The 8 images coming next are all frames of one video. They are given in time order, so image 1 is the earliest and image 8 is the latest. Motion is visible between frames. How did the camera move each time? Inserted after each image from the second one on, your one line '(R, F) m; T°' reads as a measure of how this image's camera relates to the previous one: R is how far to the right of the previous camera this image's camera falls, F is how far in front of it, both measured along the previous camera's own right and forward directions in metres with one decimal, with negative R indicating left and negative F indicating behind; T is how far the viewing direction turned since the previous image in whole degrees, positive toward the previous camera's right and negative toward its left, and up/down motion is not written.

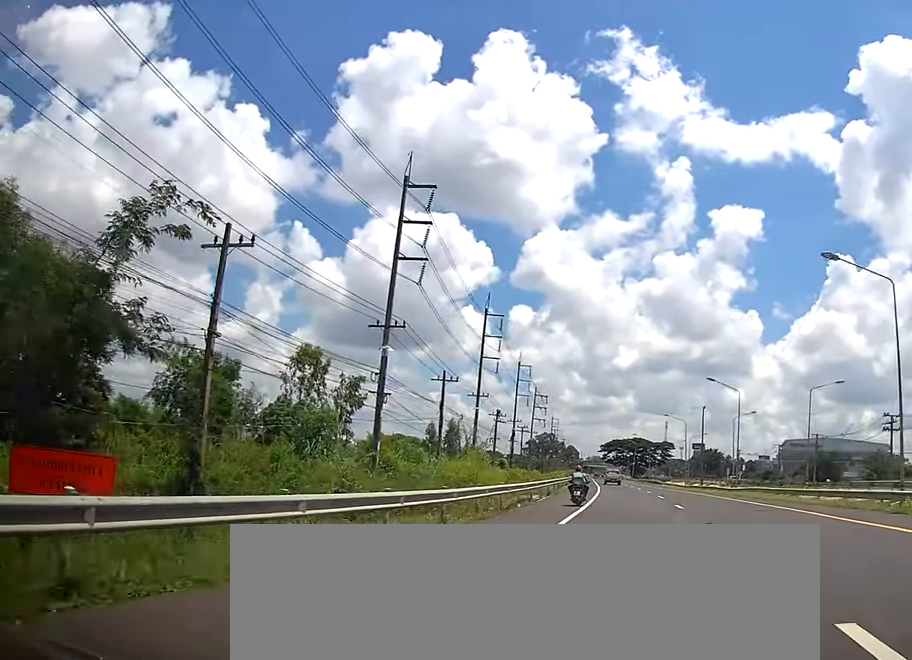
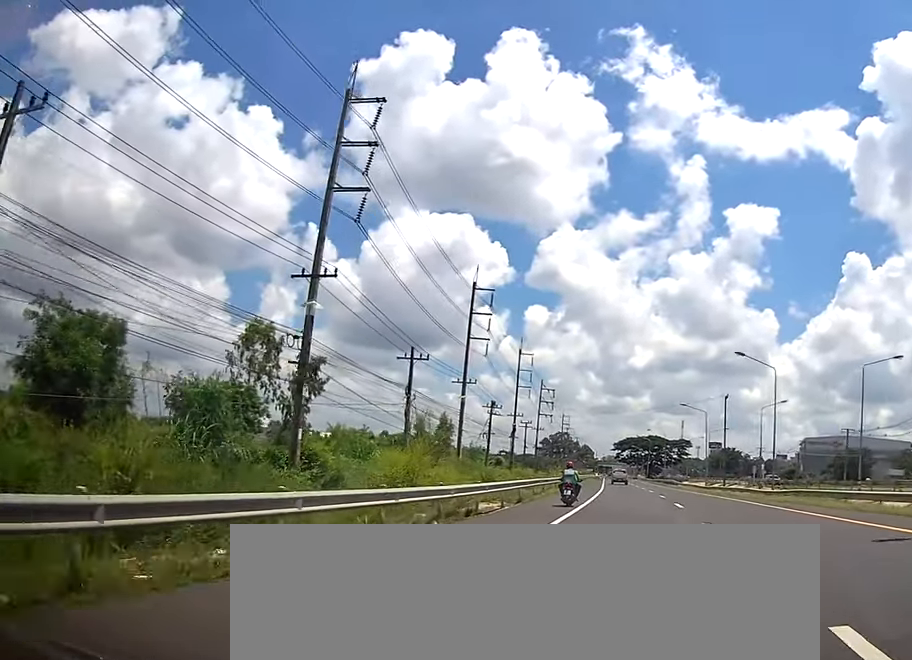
(0.0, +11.9) m; 0°
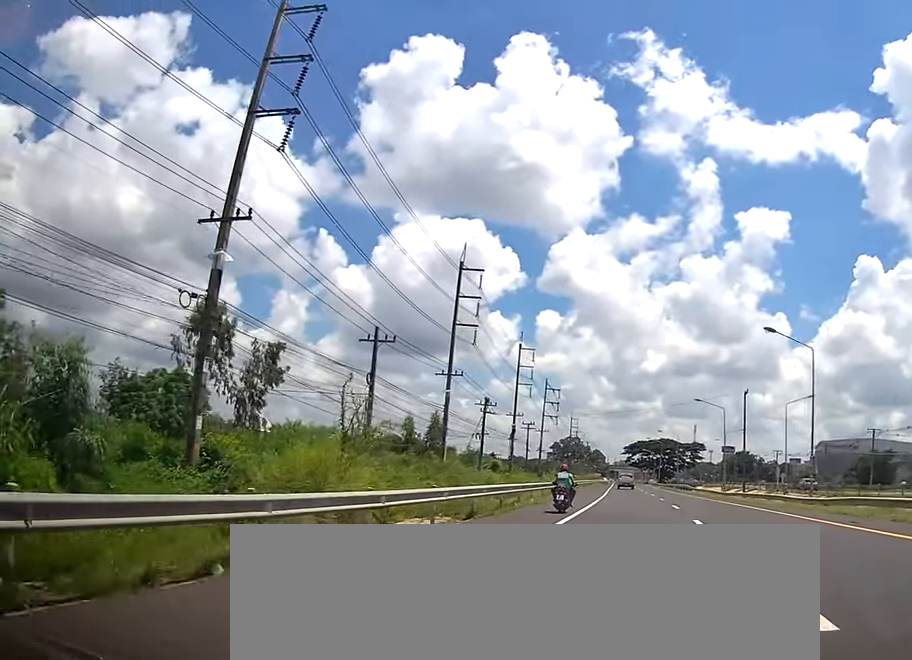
(0.0, +8.7) m; -1°
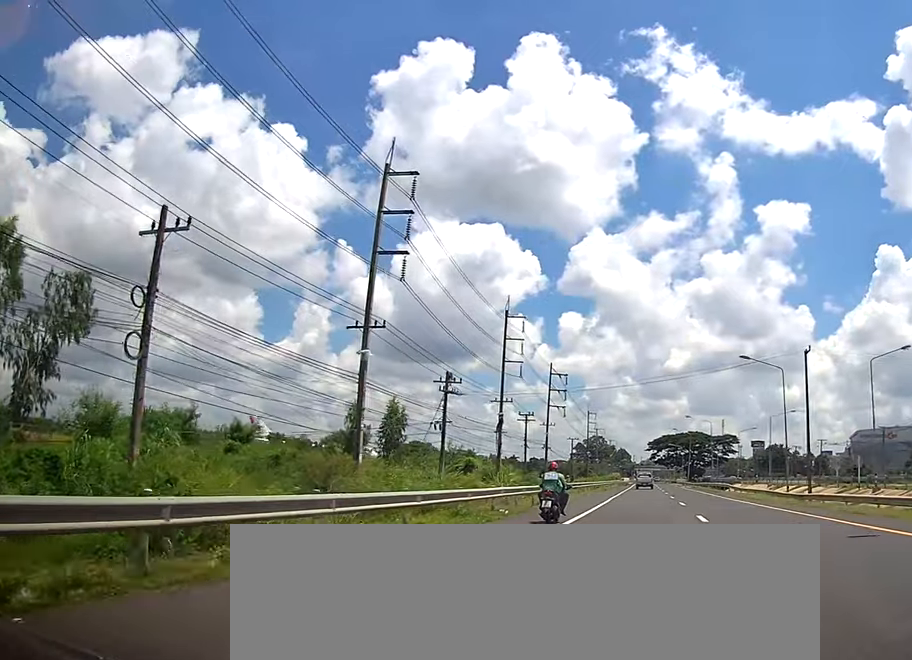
(-0.7, +22.2) m; -1°
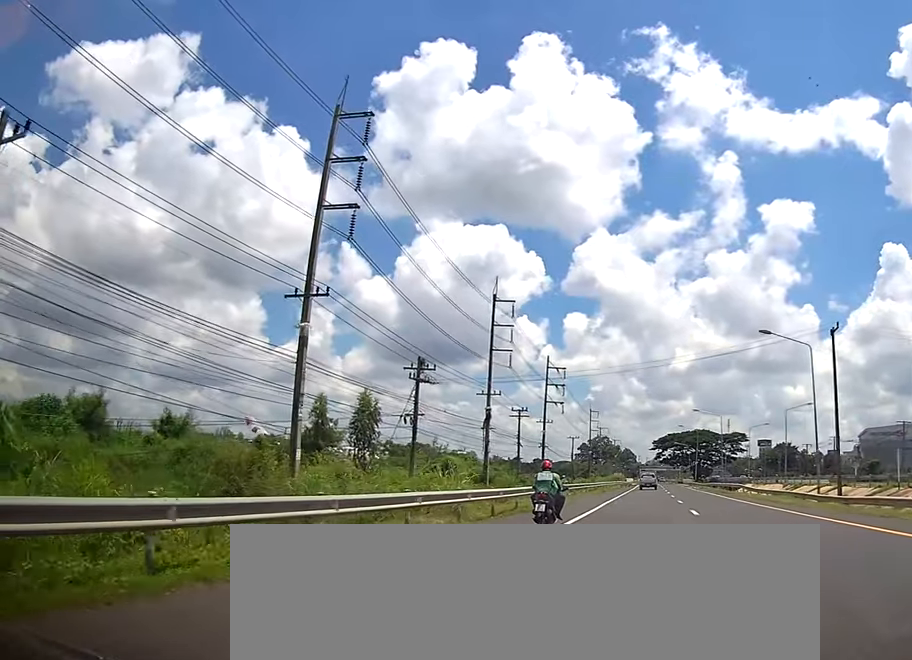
(0.0, +7.8) m; -1°
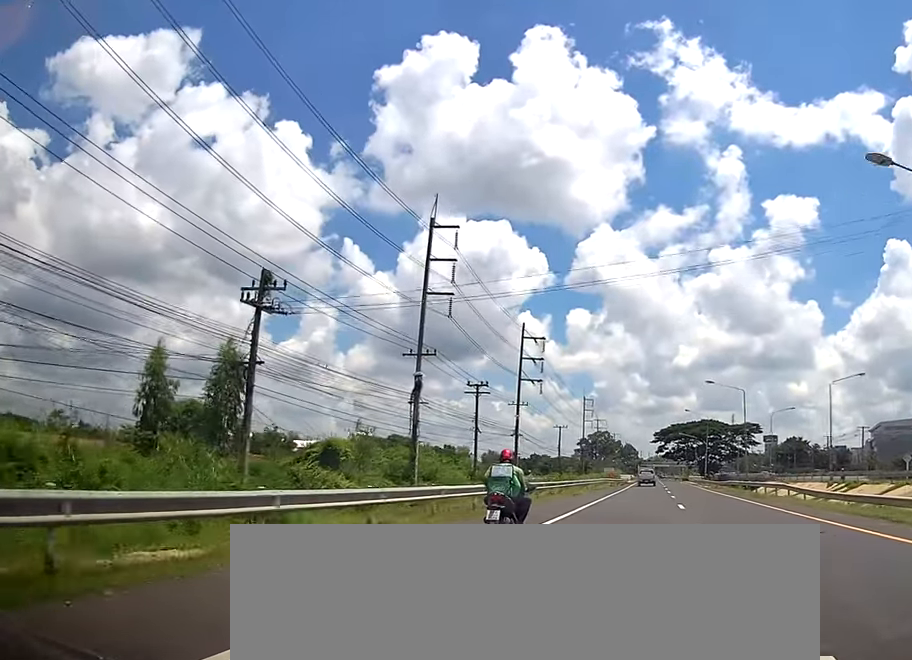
(0.0, +21.5) m; -3°
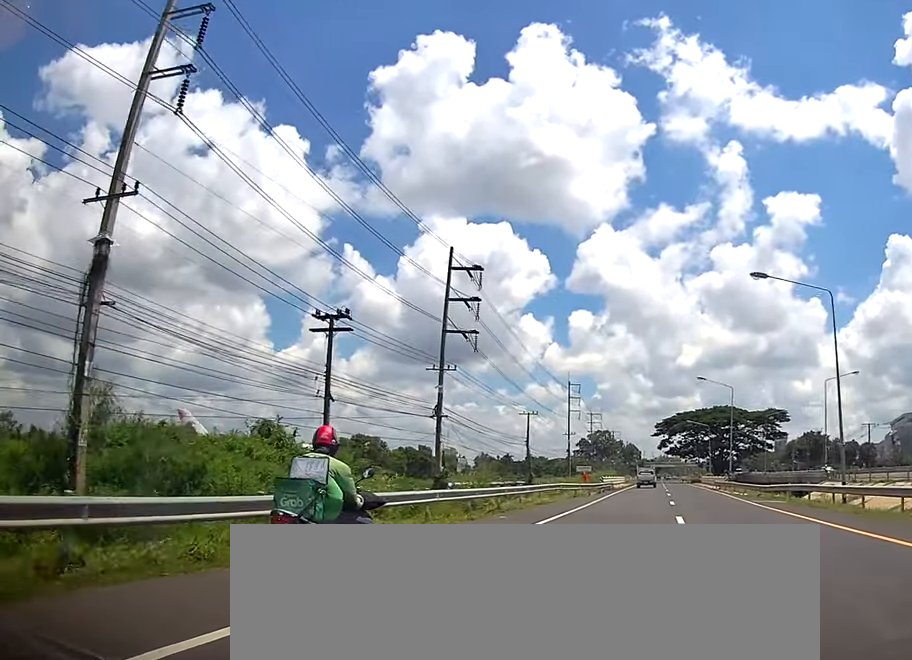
(-0.6, +32.4) m; +1°
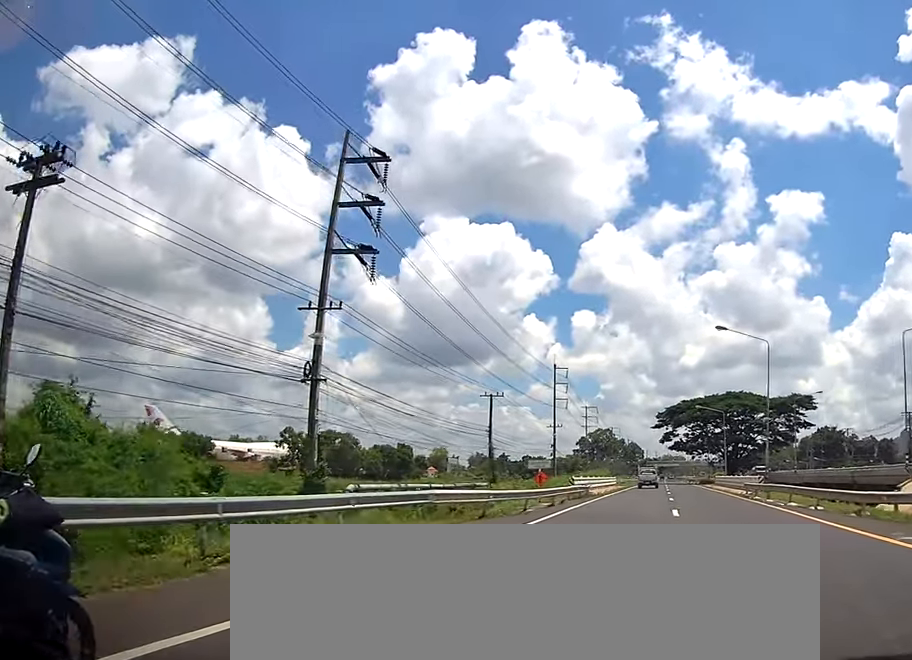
(0.0, +22.1) m; 0°
